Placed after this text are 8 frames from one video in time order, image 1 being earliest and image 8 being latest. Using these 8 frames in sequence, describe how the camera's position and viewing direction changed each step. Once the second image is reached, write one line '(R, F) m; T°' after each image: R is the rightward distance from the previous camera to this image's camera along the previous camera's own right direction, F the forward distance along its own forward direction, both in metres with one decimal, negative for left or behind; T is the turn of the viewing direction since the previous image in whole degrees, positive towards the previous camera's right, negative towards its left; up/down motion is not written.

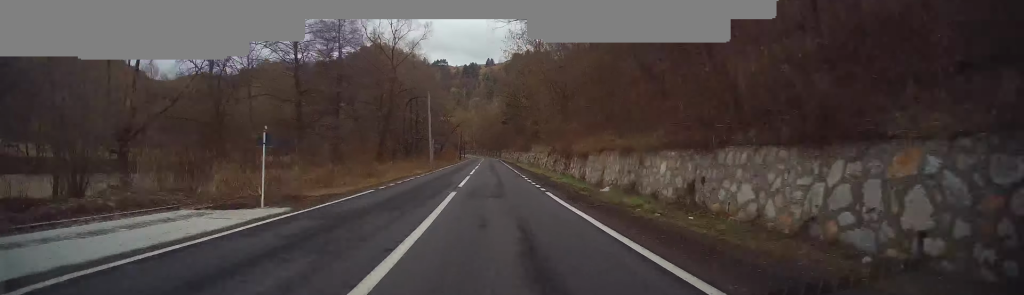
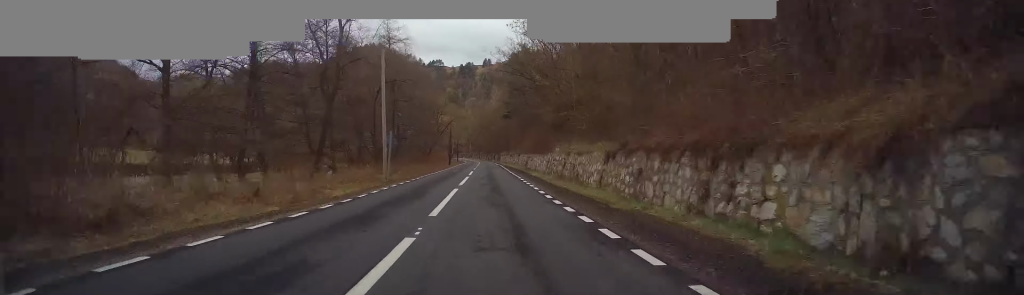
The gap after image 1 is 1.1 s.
(0.0, +21.4) m; 0°
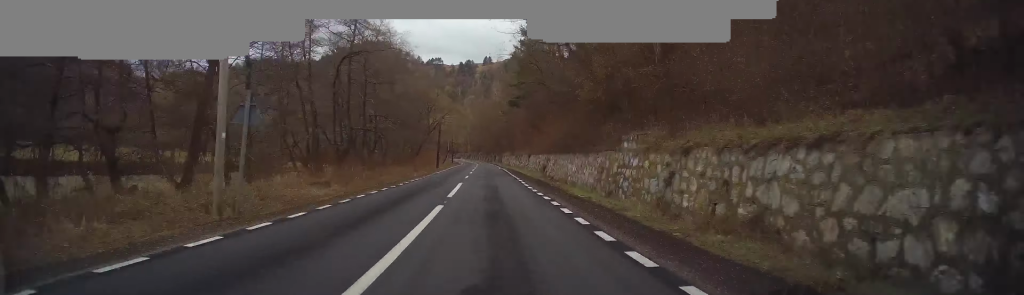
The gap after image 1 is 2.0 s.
(0.0, +18.2) m; 0°
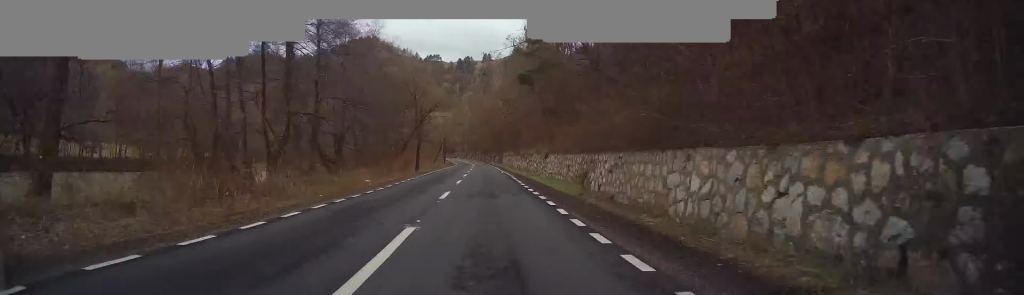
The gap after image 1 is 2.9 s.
(0.0, +16.3) m; +1°
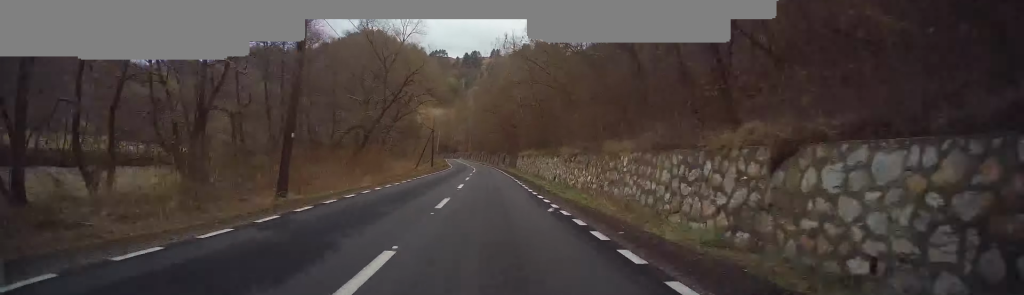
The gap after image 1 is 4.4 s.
(+0.5, +30.1) m; +1°
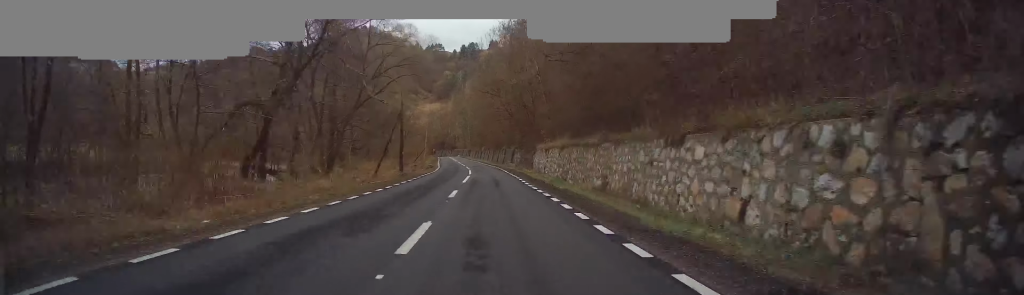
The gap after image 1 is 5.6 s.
(-0.2, +24.2) m; -1°
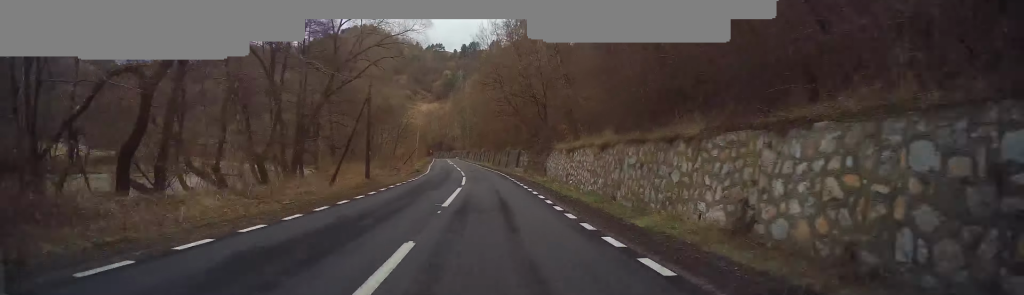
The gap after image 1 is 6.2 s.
(-0.1, +11.1) m; -1°
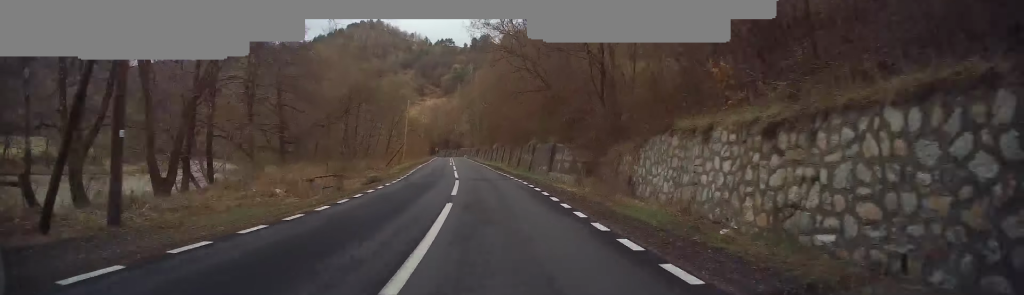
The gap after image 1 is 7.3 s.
(0.0, +20.9) m; 0°
